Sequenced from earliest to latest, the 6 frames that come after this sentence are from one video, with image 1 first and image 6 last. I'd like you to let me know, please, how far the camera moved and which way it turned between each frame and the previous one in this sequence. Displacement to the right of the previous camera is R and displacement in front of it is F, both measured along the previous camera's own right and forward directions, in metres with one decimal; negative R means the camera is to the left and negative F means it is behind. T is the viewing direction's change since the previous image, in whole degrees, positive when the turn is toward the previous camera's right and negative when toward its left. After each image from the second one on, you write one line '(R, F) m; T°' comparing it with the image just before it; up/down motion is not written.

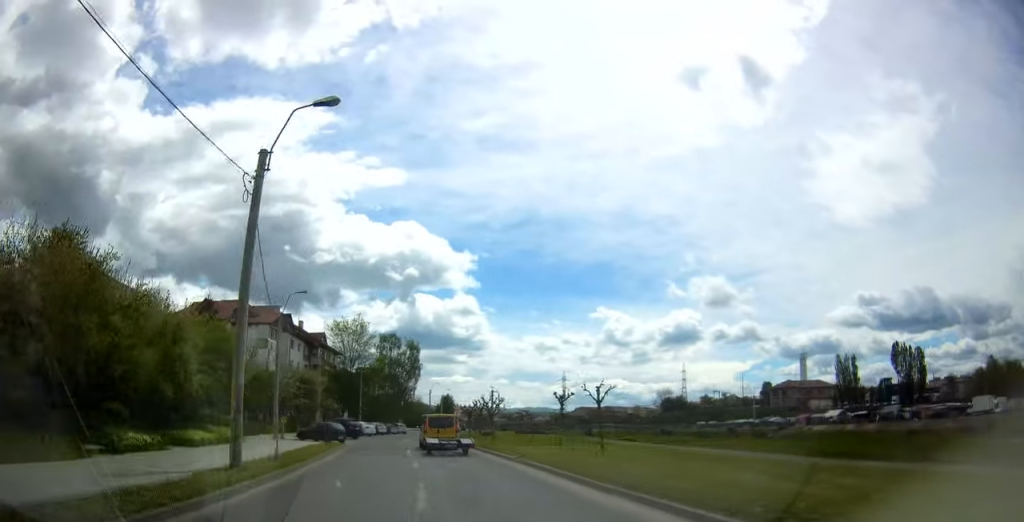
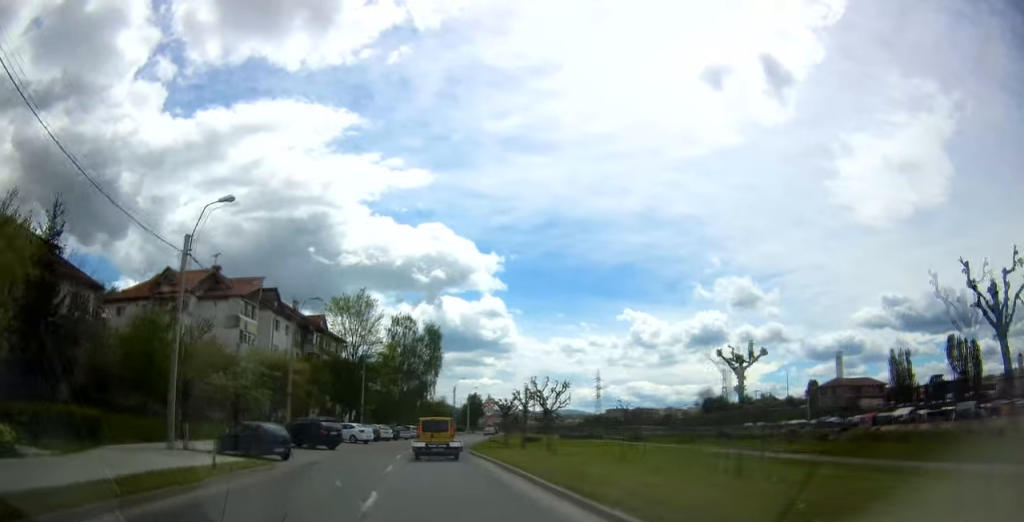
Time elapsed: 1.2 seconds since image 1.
(-0.9, +18.4) m; -4°
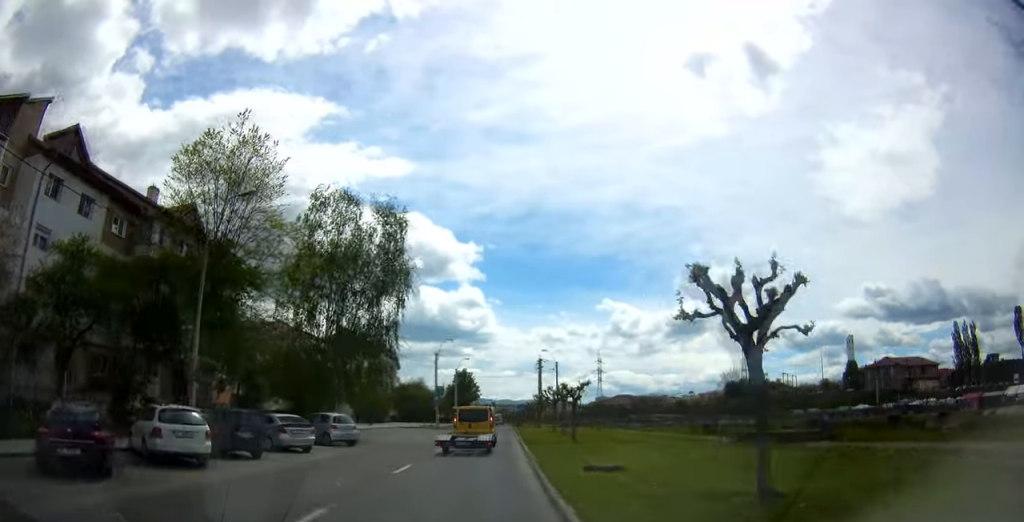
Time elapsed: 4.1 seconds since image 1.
(+0.4, +42.3) m; +1°
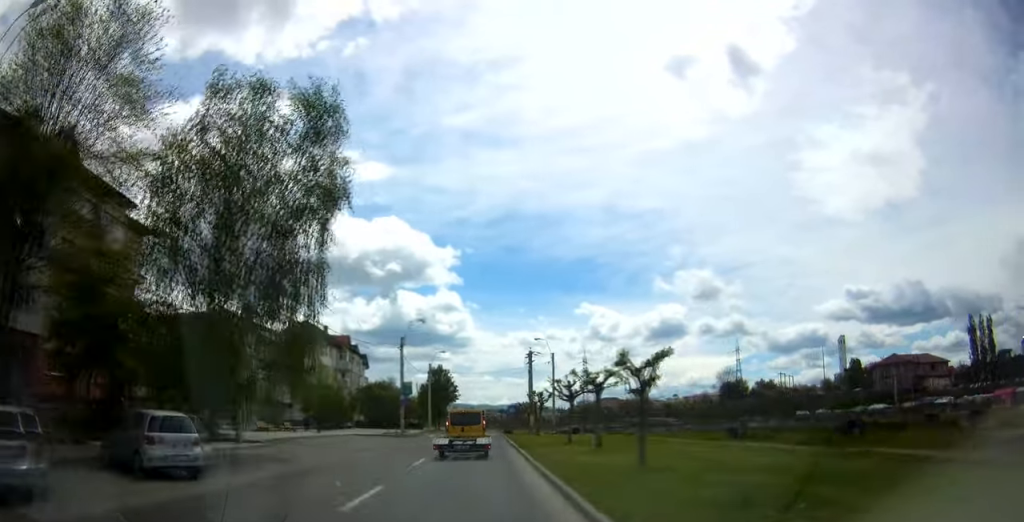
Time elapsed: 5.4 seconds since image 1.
(+0.1, +16.1) m; +3°
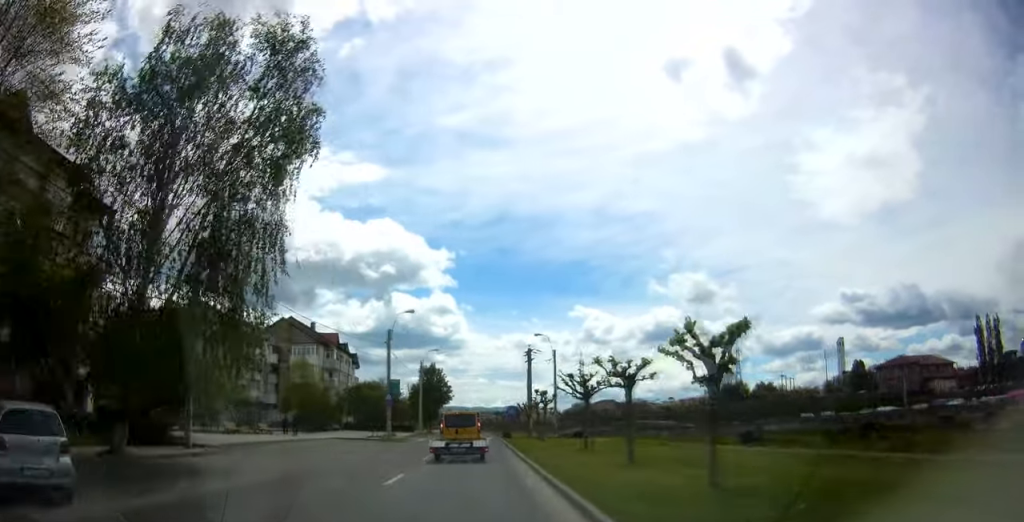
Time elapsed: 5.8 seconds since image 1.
(+0.1, +5.5) m; +1°
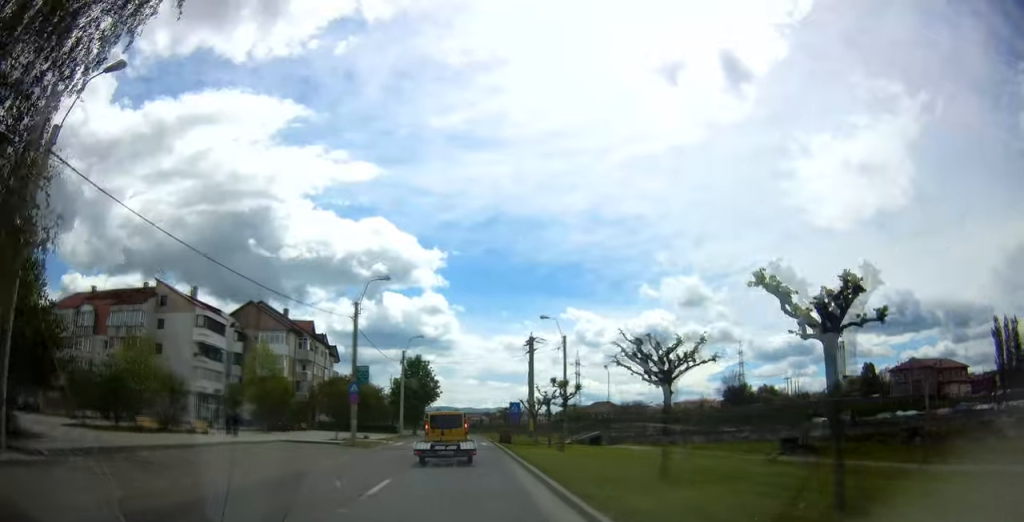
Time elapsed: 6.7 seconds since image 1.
(+0.2, +10.9) m; 0°
